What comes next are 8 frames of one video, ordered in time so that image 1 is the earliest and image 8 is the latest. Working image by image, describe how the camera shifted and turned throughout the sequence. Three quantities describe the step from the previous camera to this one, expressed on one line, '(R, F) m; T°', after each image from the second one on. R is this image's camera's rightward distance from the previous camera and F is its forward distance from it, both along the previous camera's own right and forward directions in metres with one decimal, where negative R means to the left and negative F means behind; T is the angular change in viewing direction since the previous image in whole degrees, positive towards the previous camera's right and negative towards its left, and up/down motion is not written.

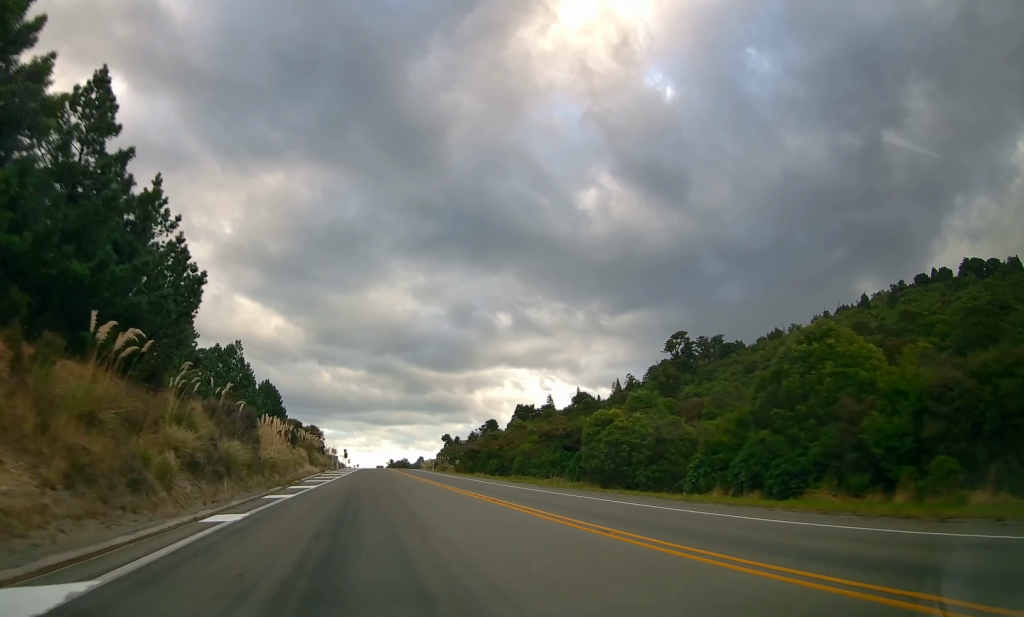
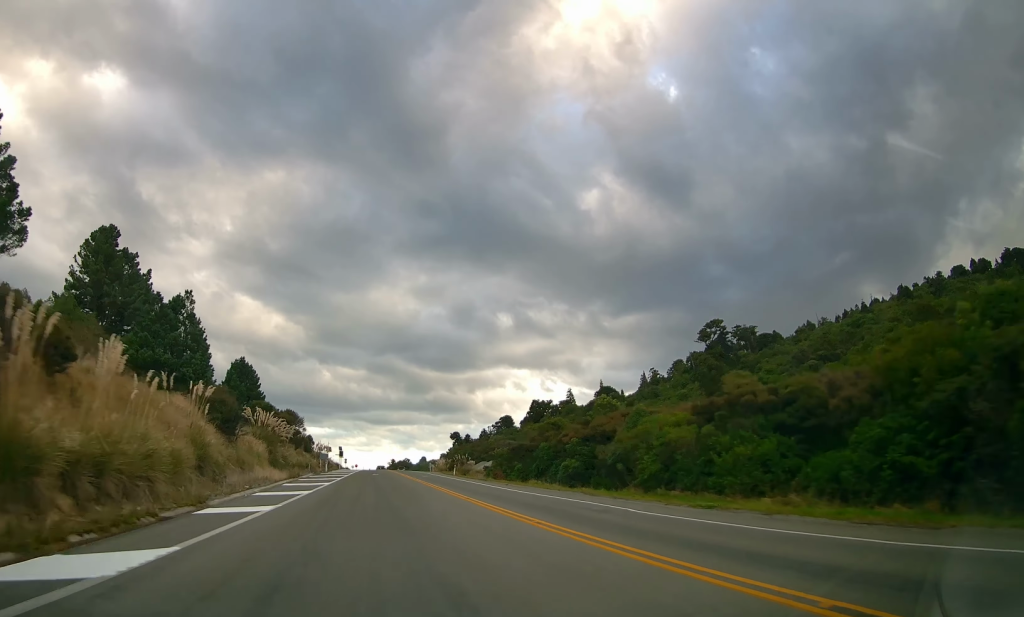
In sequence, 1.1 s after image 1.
(+1.4, +26.4) m; +1°
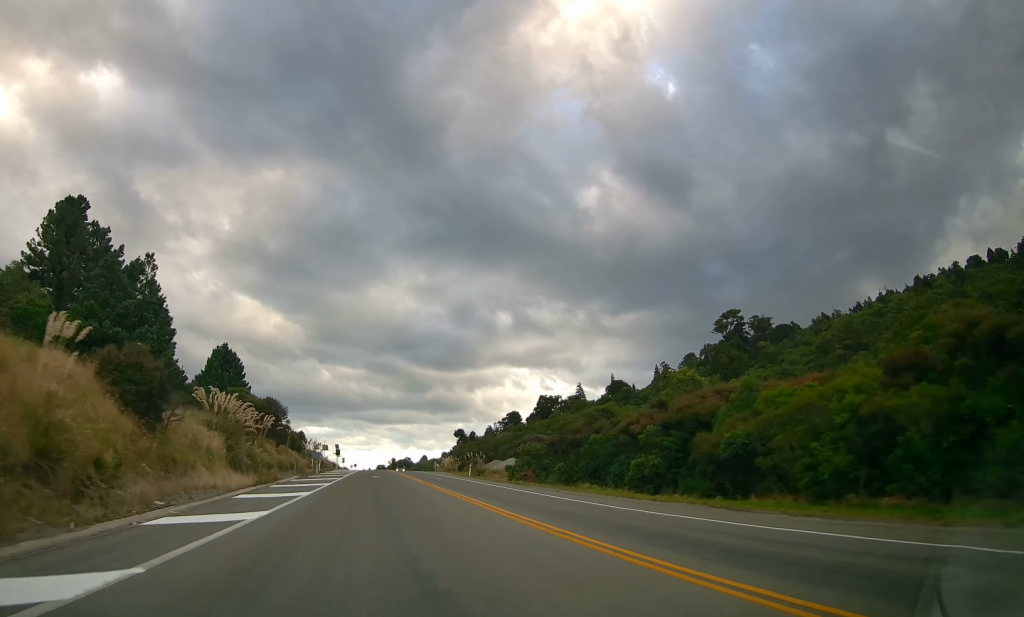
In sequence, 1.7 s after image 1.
(-0.5, +12.0) m; -1°
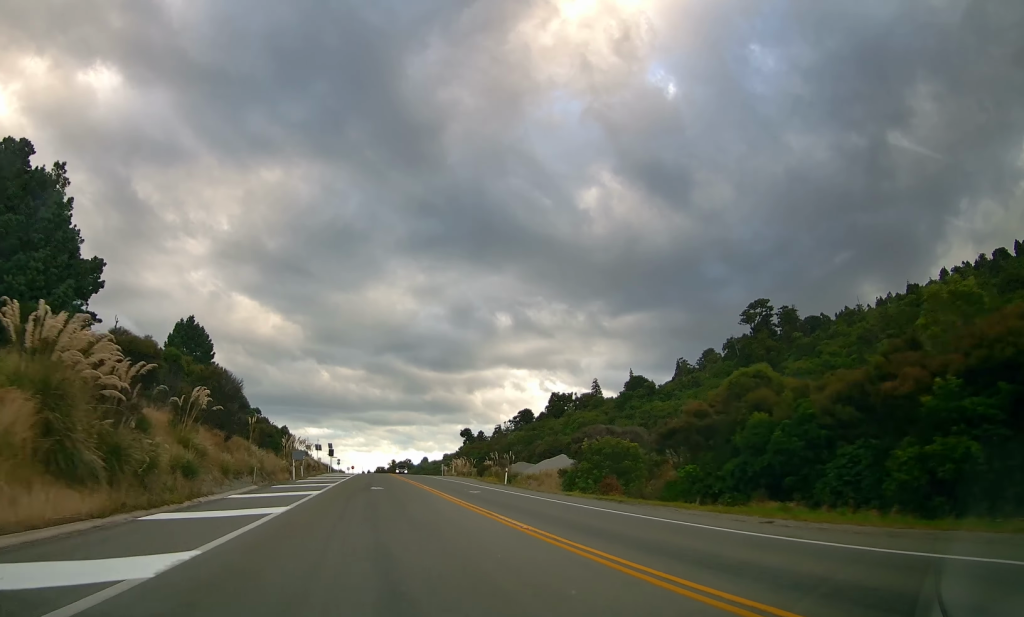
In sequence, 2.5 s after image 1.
(-0.4, +17.9) m; -1°
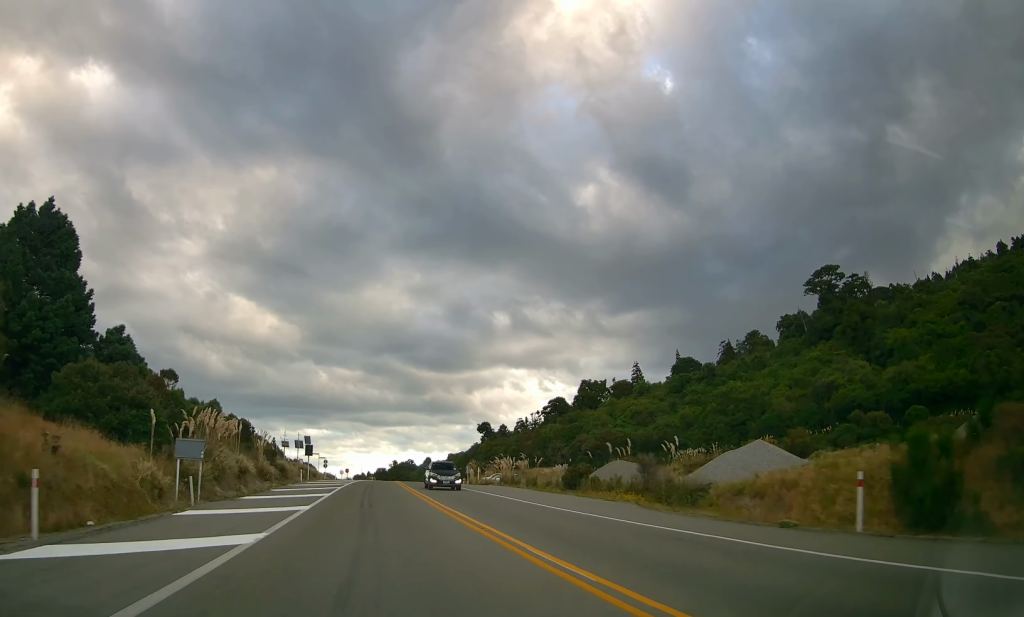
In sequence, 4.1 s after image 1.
(+0.2, +35.7) m; +1°
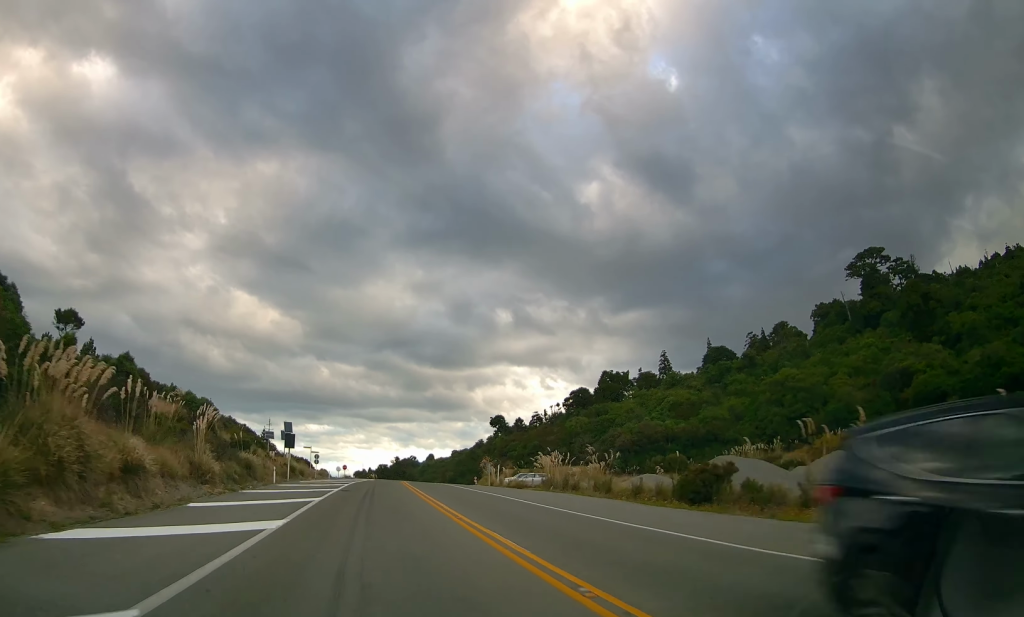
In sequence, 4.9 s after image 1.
(0.0, +17.1) m; +1°
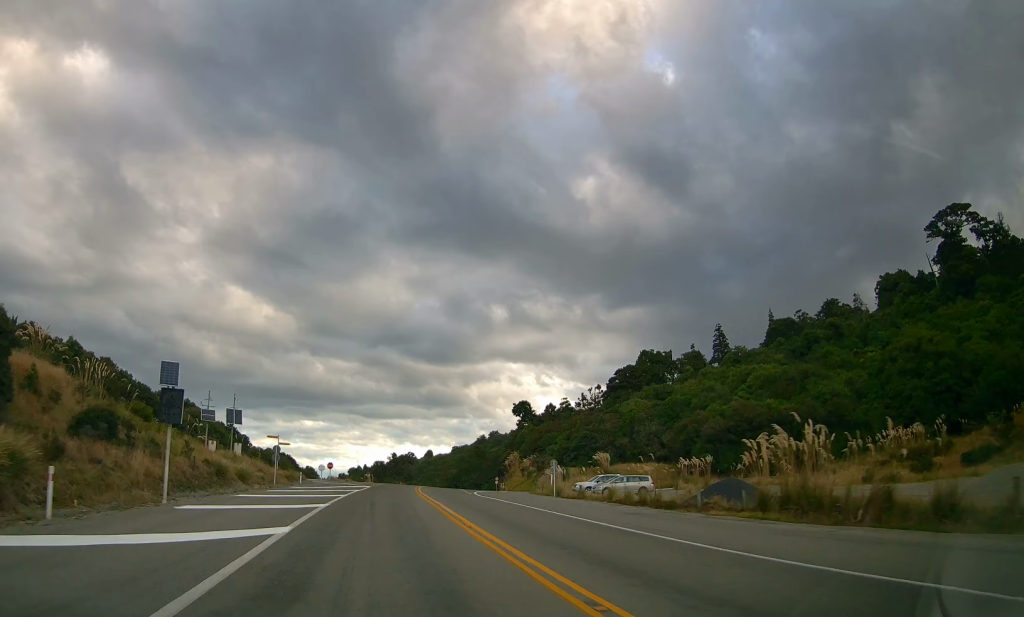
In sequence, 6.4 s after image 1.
(+0.3, +31.4) m; +1°
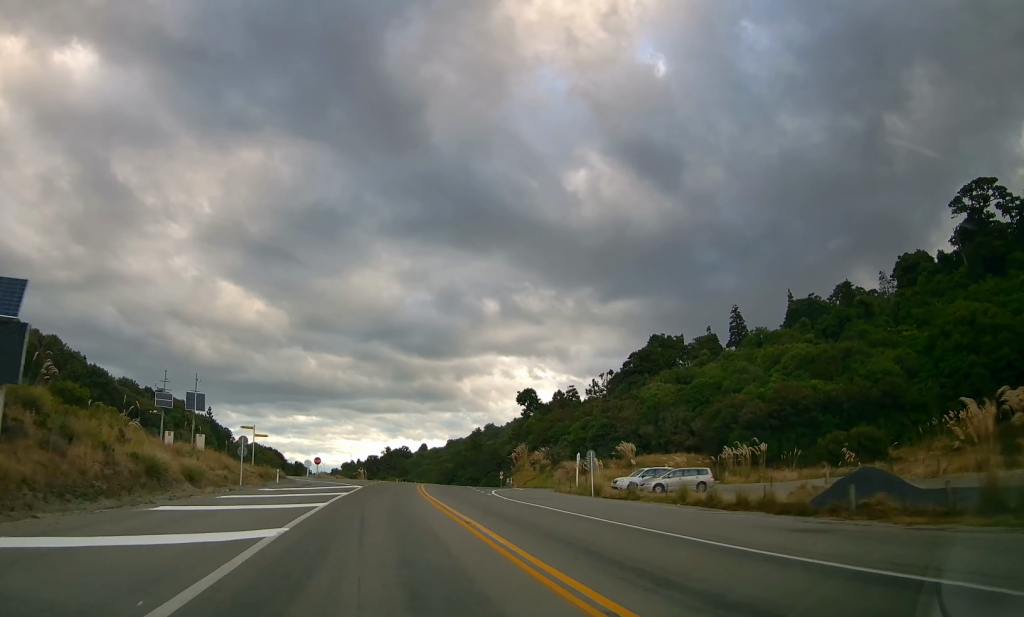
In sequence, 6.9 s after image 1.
(0.0, +10.3) m; 0°
